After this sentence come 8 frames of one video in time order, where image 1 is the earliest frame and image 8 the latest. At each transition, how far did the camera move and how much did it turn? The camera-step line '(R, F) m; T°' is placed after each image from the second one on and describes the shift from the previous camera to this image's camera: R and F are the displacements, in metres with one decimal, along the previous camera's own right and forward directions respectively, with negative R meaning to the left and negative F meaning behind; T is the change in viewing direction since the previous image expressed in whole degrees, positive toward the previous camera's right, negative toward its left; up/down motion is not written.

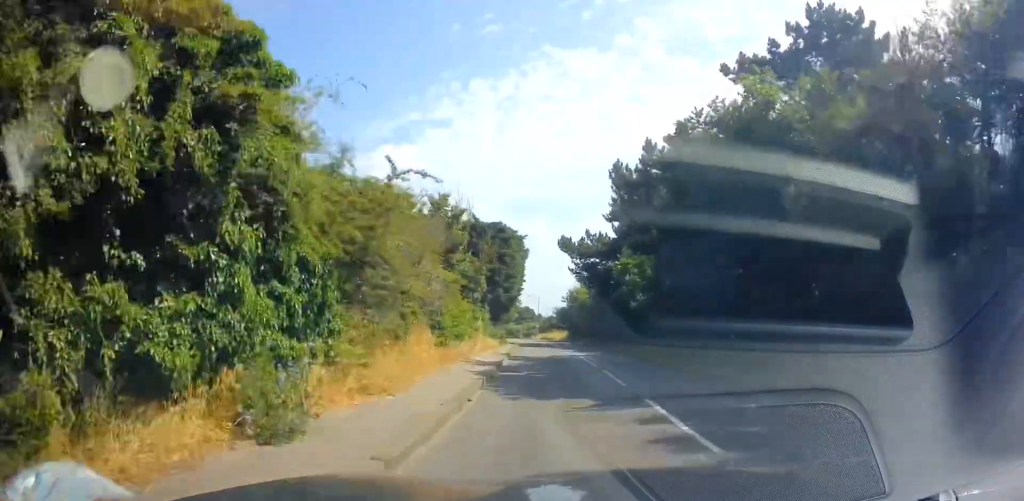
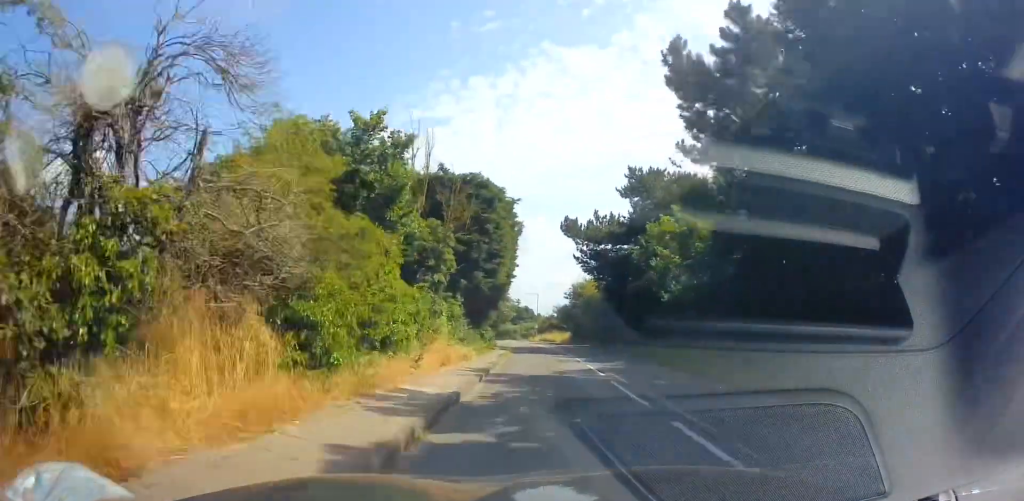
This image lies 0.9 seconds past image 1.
(-0.1, +8.9) m; -1°
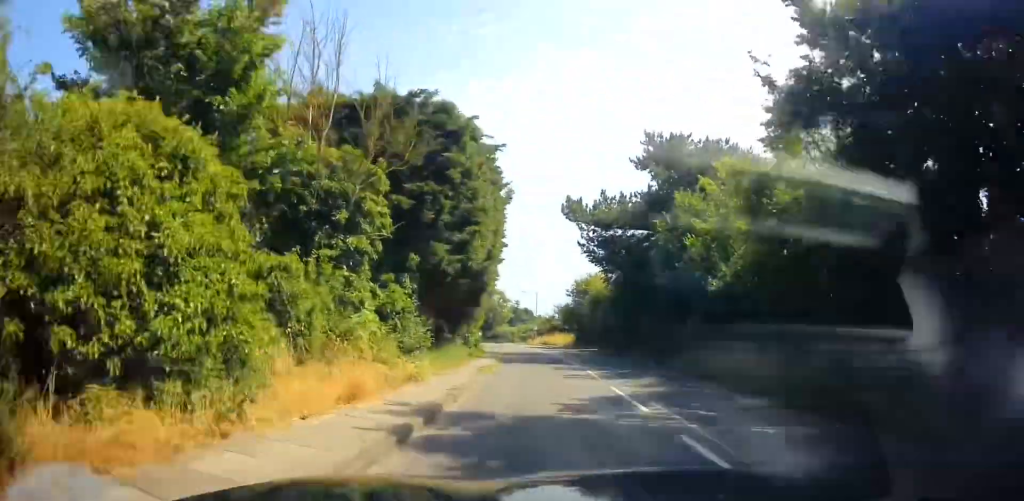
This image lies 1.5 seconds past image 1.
(-0.1, +6.8) m; 0°
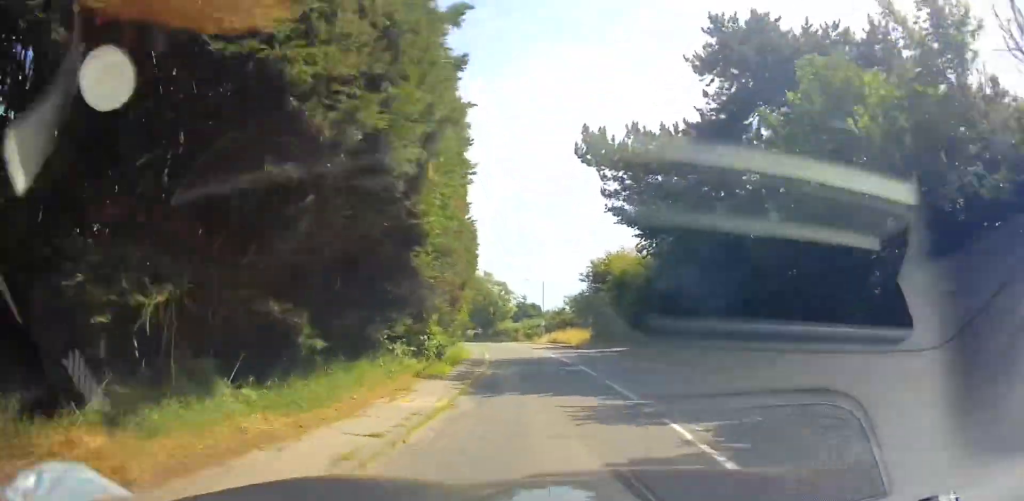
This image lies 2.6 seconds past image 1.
(+0.2, +11.0) m; 0°
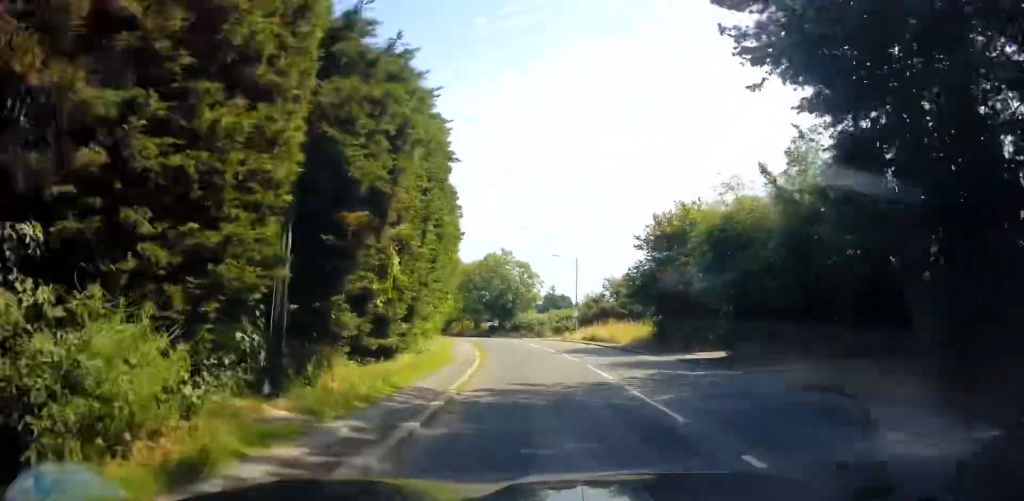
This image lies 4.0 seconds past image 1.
(-0.7, +14.2) m; -7°
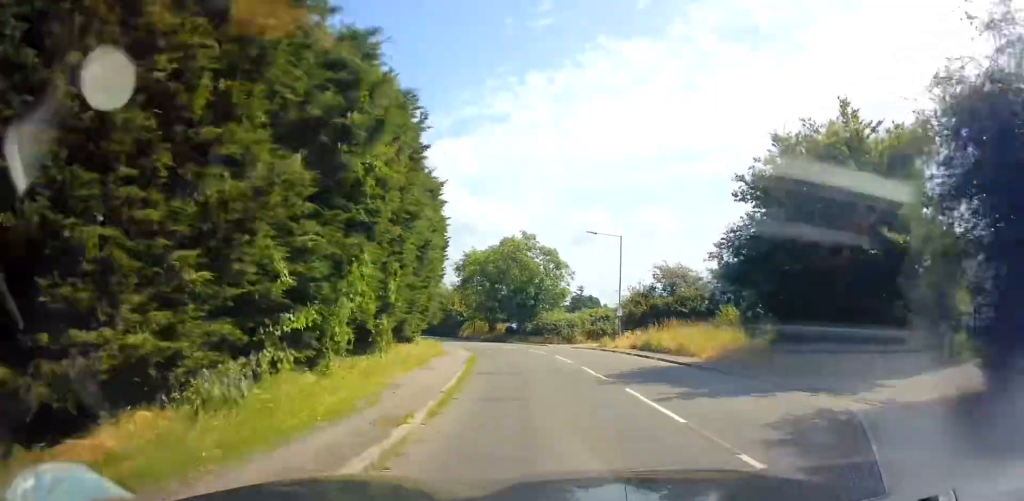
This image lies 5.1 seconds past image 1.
(-0.3, +11.4) m; -2°
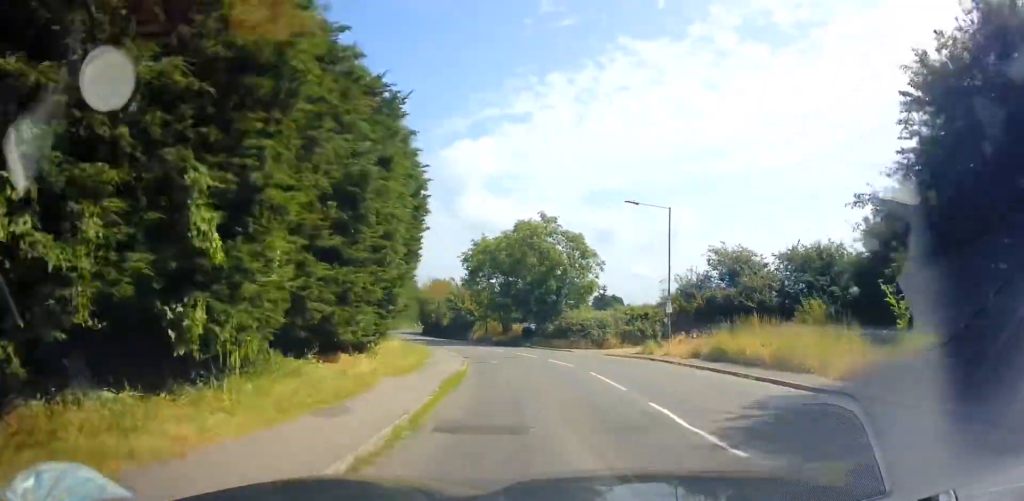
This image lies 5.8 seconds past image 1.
(0.0, +7.8) m; -1°
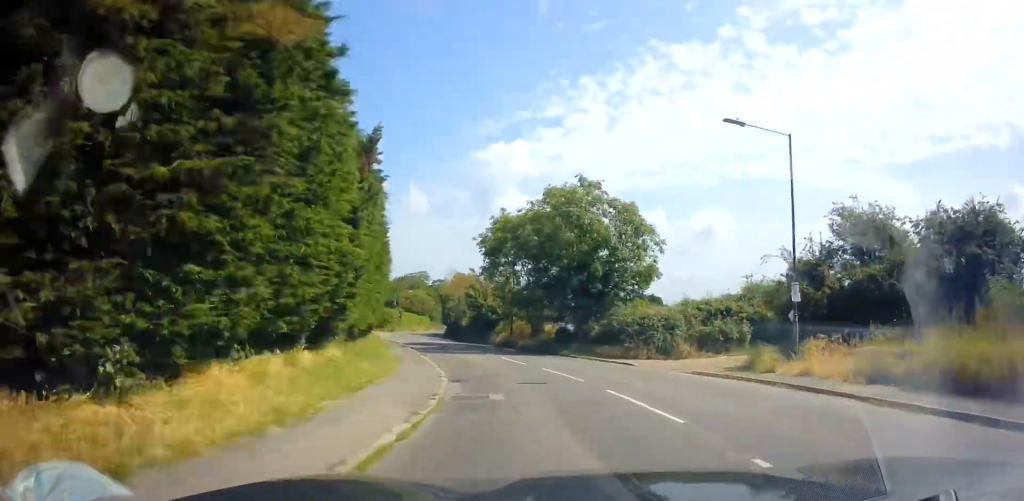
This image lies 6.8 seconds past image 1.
(-0.2, +9.7) m; -5°
